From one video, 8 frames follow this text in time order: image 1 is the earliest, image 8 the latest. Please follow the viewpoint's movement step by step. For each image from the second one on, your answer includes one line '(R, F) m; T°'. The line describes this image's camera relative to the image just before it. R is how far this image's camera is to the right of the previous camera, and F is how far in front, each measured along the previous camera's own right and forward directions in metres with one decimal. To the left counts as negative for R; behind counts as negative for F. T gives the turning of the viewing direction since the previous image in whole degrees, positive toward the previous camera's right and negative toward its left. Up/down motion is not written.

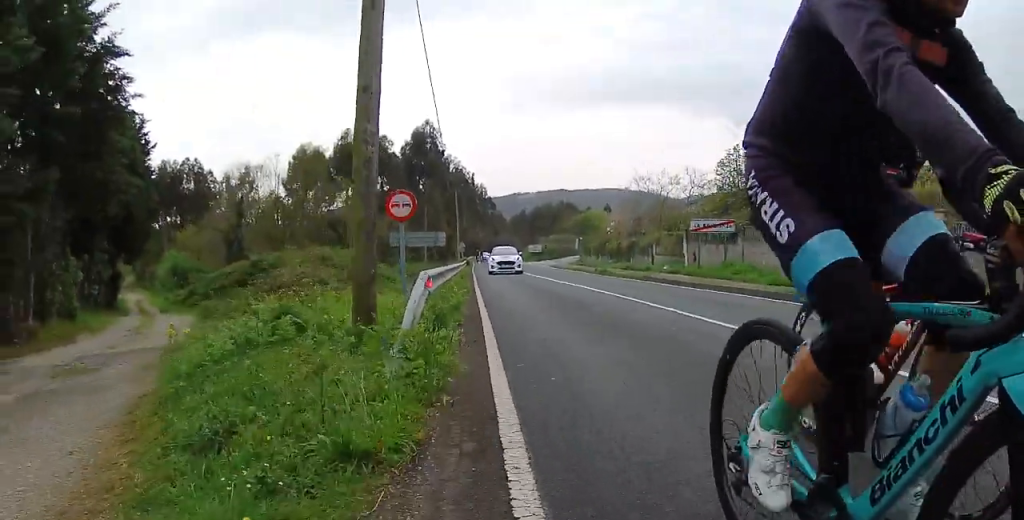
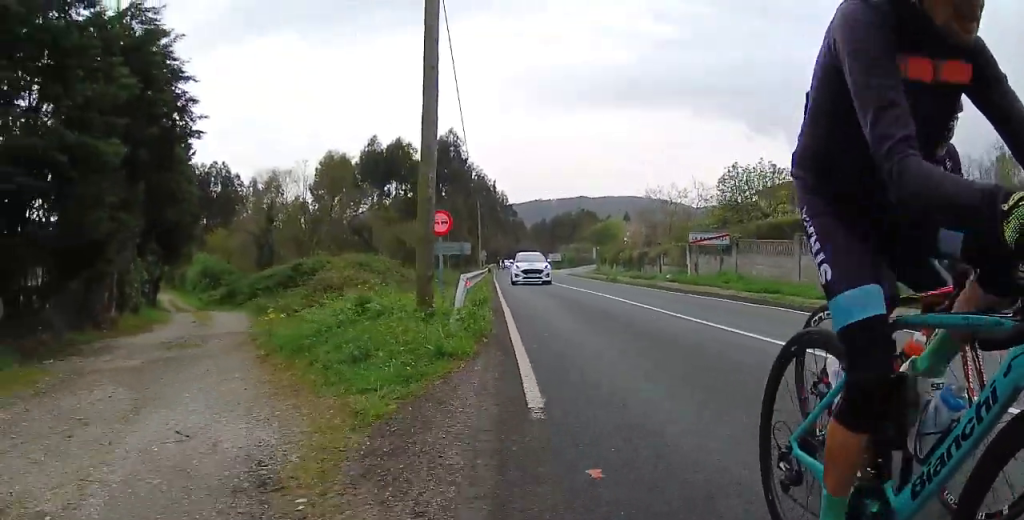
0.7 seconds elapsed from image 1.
(0.0, +2.9) m; -2°
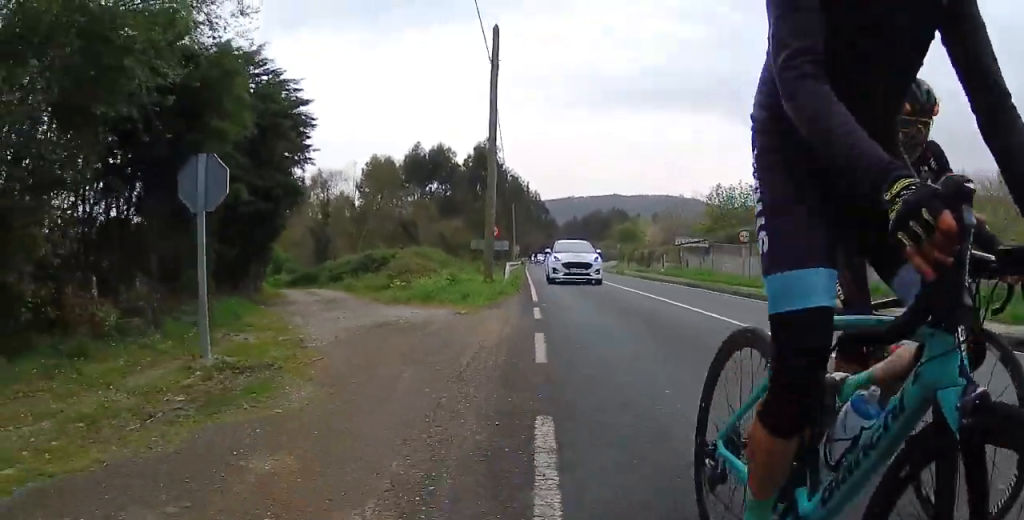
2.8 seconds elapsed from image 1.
(-0.3, +8.3) m; -3°
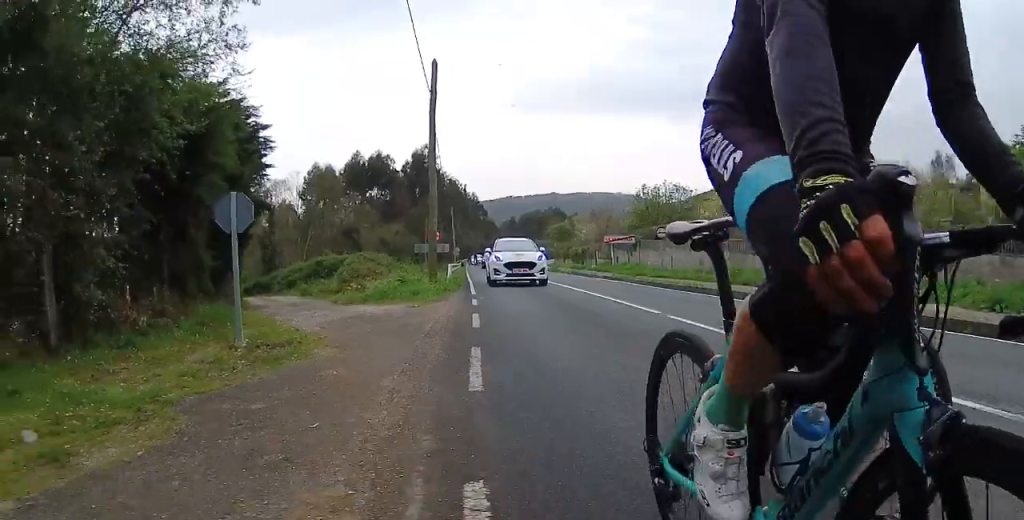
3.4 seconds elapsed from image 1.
(0.0, +2.7) m; -1°
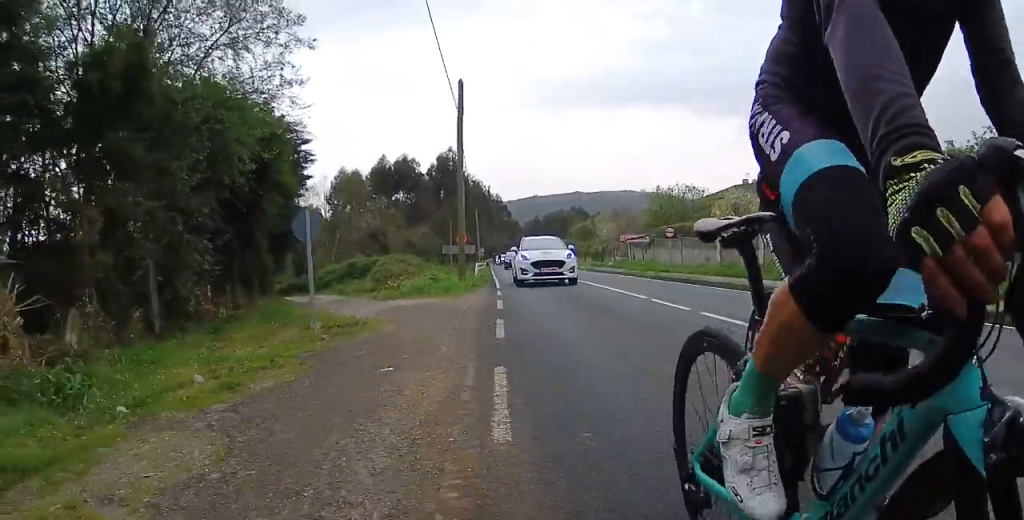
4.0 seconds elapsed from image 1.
(-0.1, +2.5) m; -1°
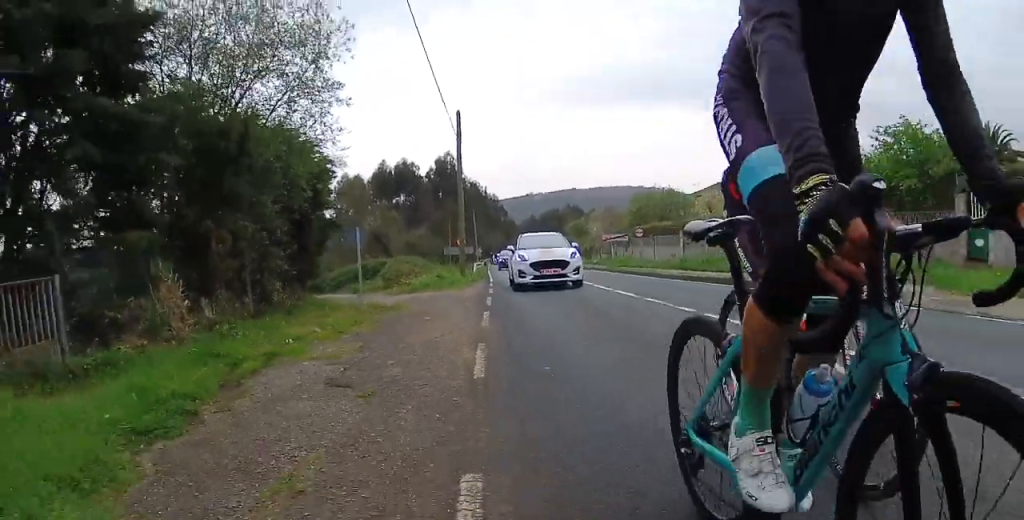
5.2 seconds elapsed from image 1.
(-0.1, +4.9) m; -1°
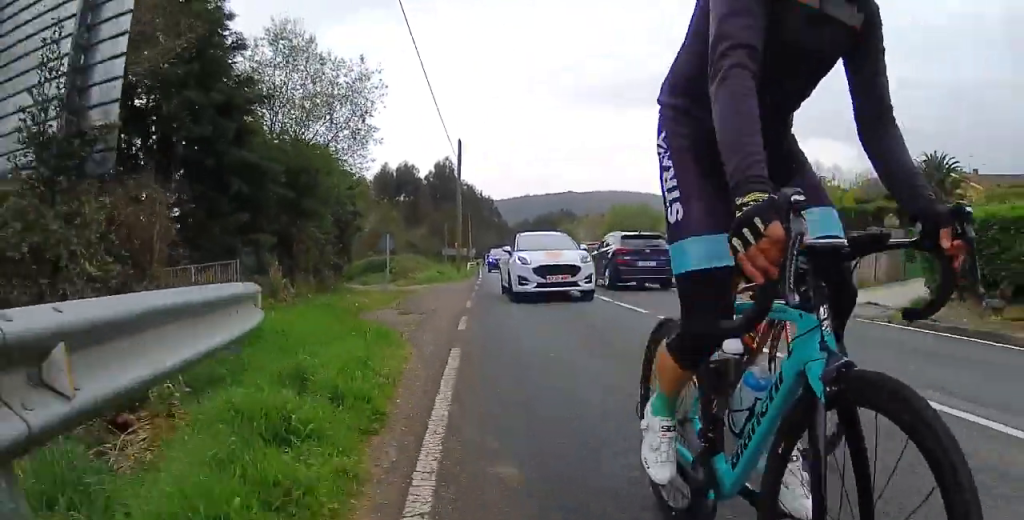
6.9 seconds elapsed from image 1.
(+0.1, +6.7) m; +2°
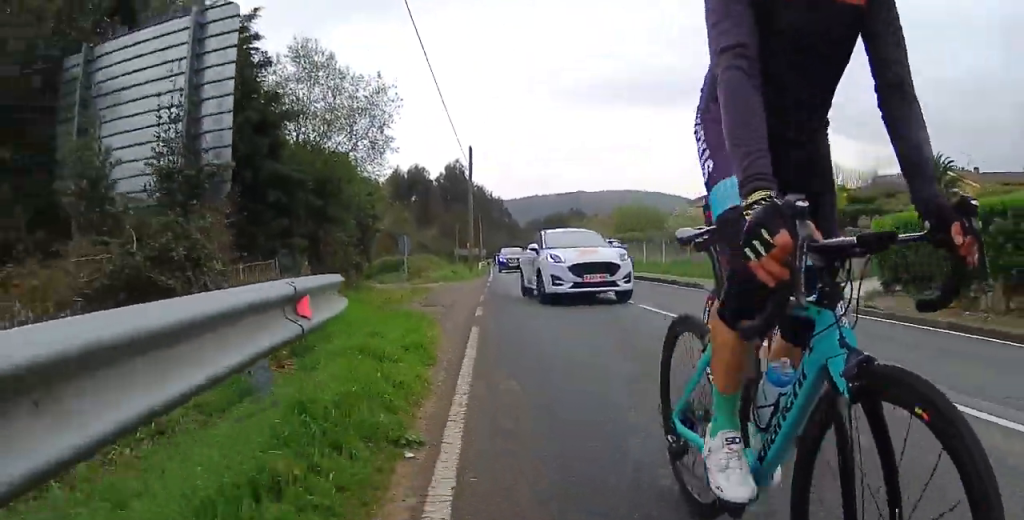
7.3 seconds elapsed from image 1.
(0.0, +1.8) m; 0°
